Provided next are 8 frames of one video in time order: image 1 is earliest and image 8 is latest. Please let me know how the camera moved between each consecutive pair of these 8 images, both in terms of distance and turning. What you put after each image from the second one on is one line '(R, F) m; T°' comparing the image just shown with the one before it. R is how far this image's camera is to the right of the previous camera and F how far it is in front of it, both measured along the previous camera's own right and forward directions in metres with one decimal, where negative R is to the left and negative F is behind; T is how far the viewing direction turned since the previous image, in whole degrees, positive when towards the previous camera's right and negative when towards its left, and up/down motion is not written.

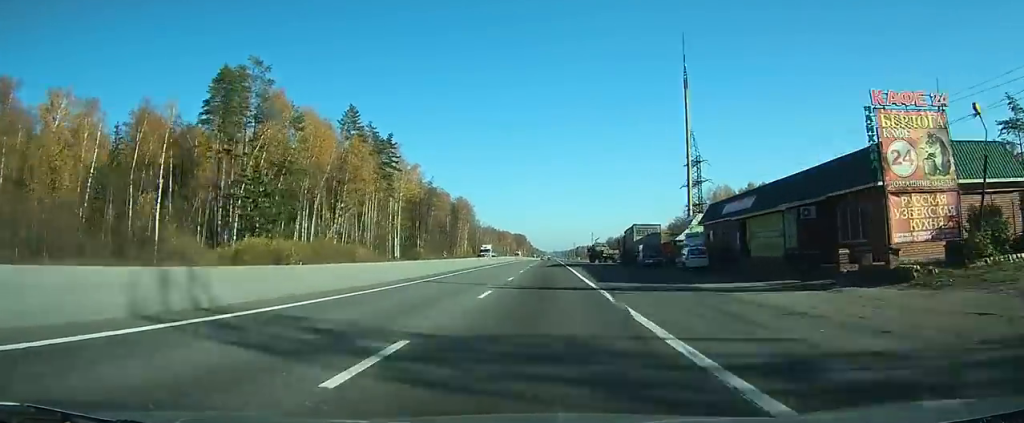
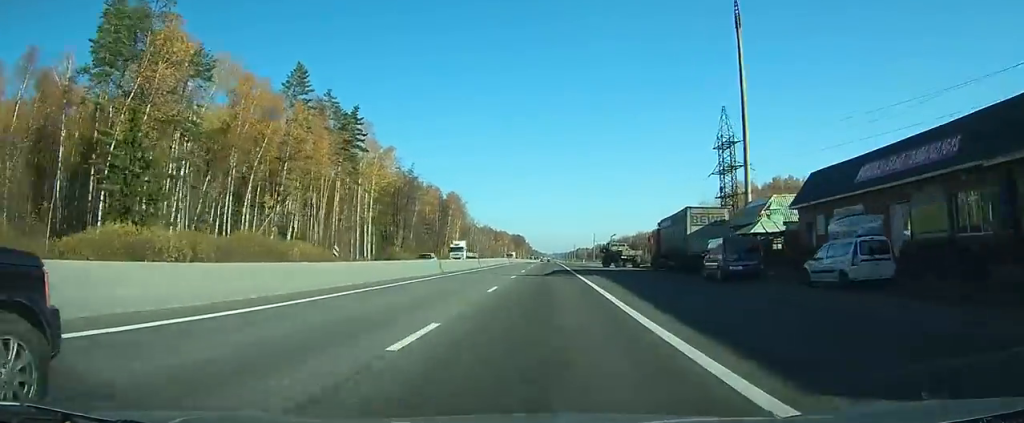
(+0.1, +21.7) m; 0°
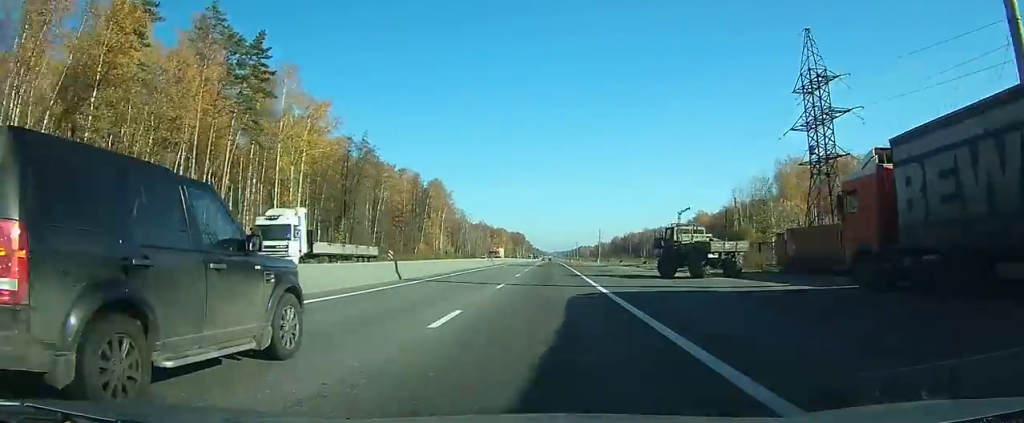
(-0.2, +32.3) m; 0°
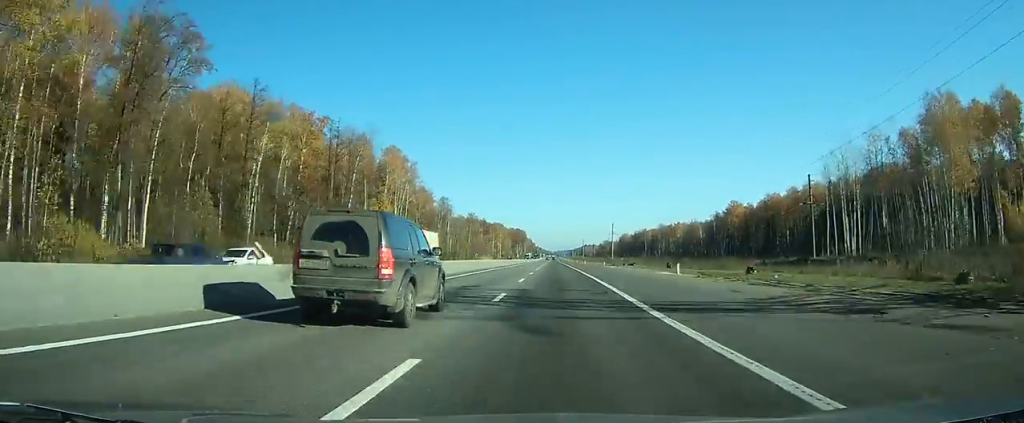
(-0.1, +51.4) m; 0°
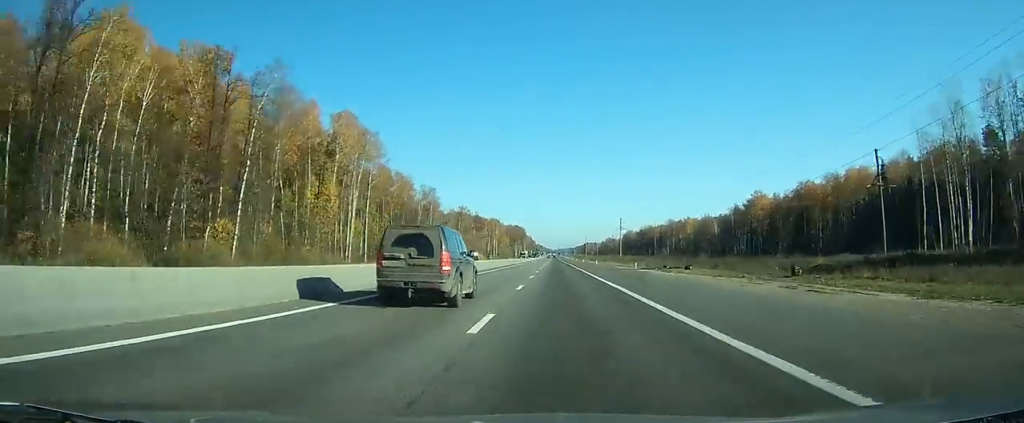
(0.0, +29.9) m; 0°
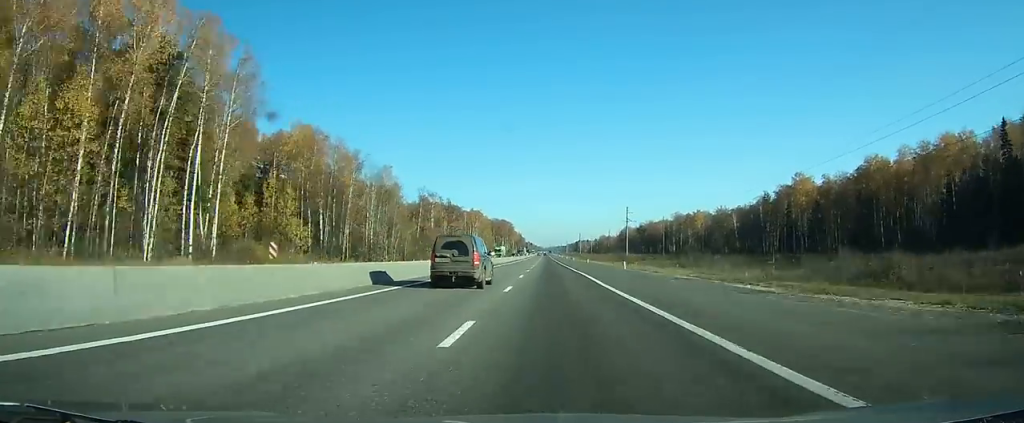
(+0.2, +51.2) m; +1°
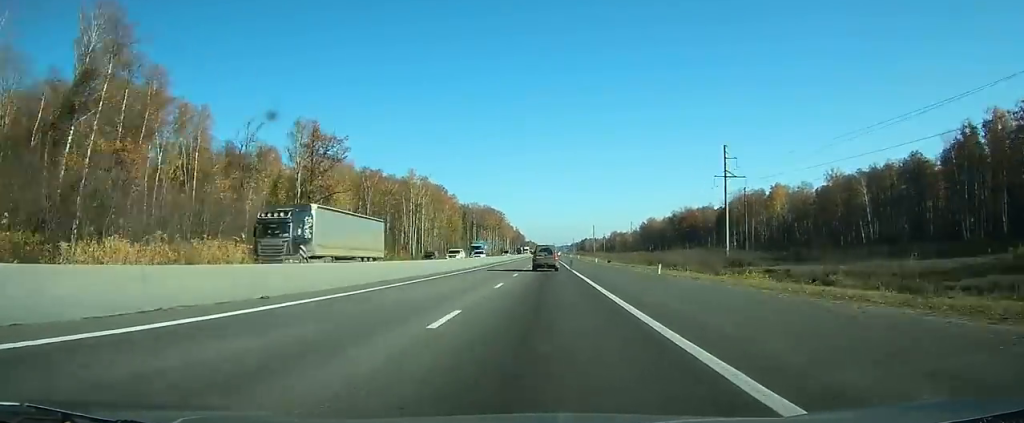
(+0.3, +117.9) m; 0°
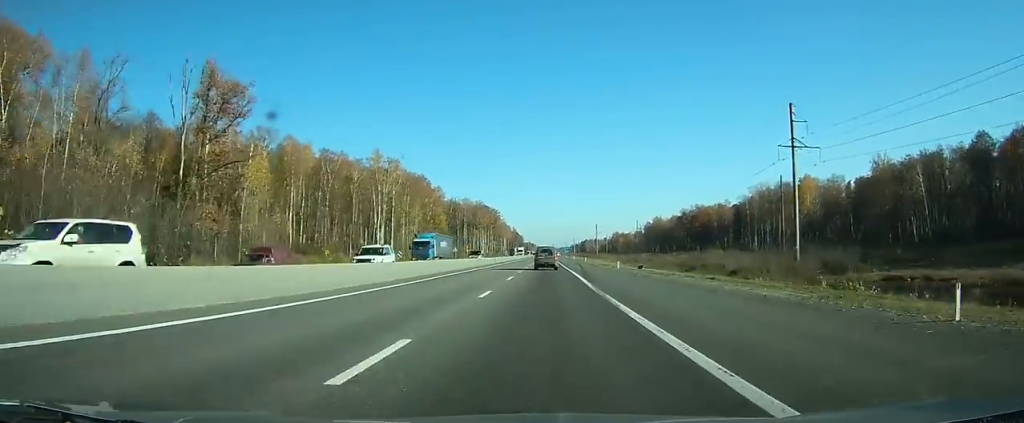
(-0.1, +26.8) m; 0°
